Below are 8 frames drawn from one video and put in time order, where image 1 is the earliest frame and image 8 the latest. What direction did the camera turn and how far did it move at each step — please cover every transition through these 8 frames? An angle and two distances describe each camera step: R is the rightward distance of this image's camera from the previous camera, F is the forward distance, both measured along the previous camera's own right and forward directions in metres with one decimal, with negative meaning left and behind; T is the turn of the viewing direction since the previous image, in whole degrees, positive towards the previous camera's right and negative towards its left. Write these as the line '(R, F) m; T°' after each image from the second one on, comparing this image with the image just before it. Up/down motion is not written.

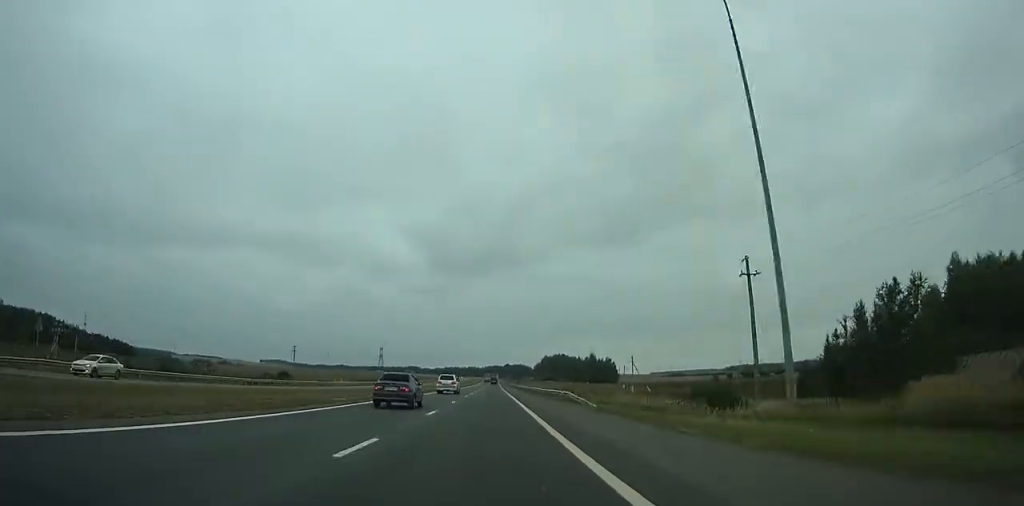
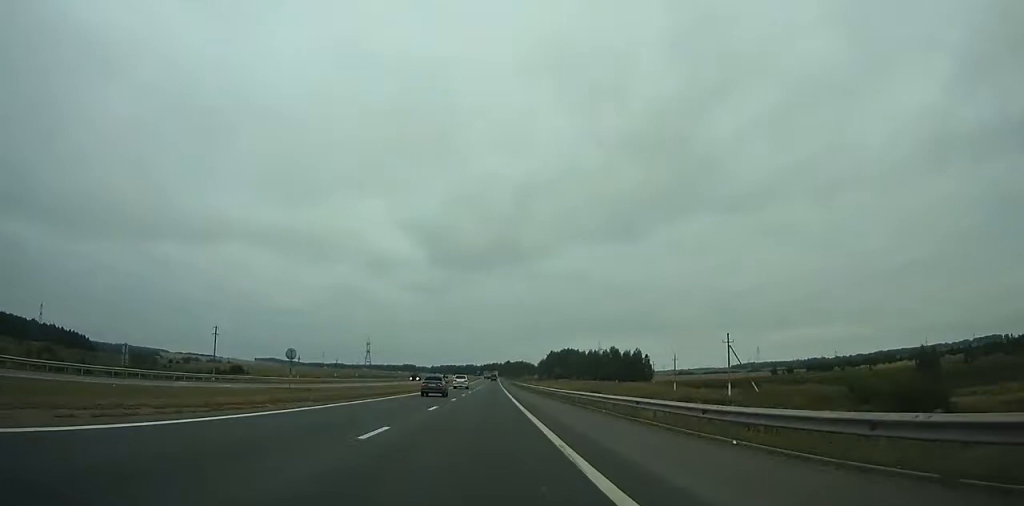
(0.0, +55.5) m; 0°
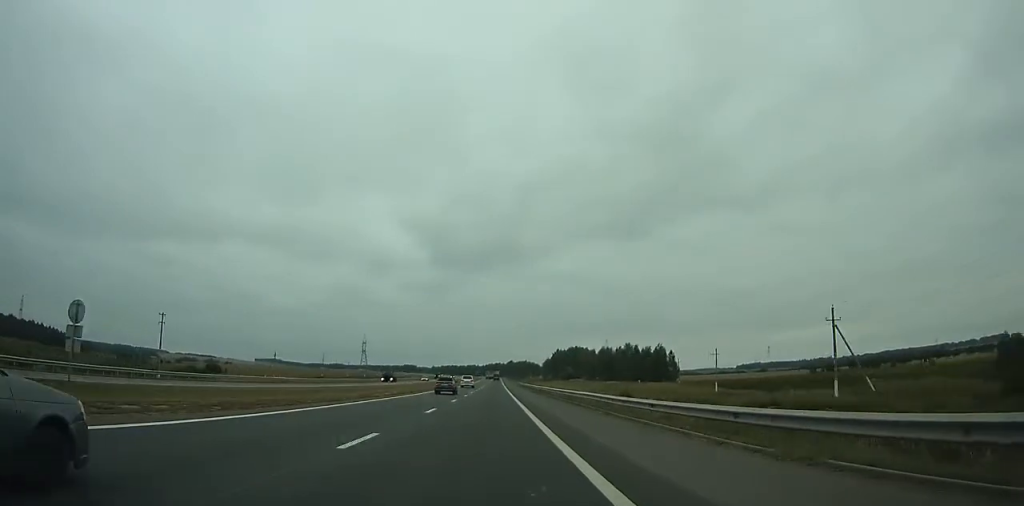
(0.0, +25.9) m; 0°
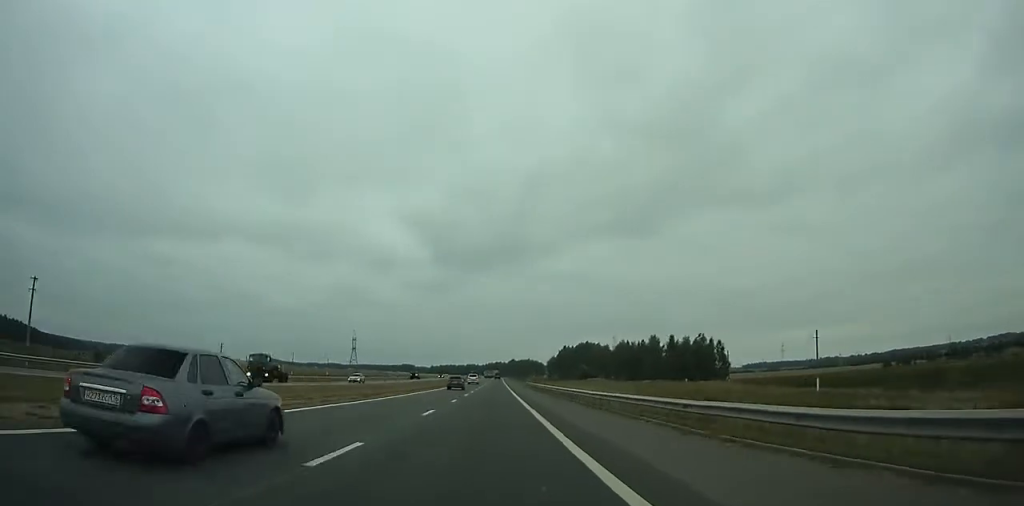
(0.0, +36.9) m; 0°
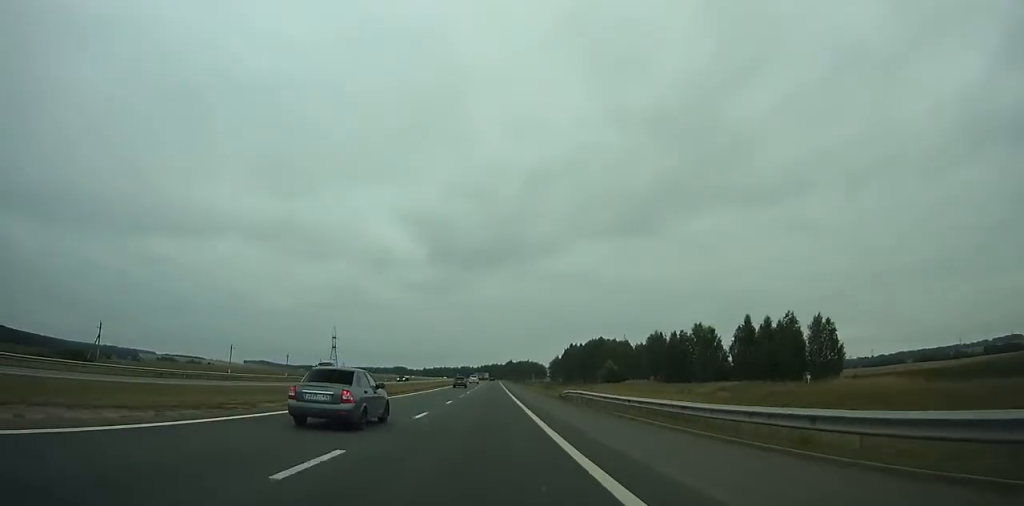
(0.0, +48.4) m; 0°
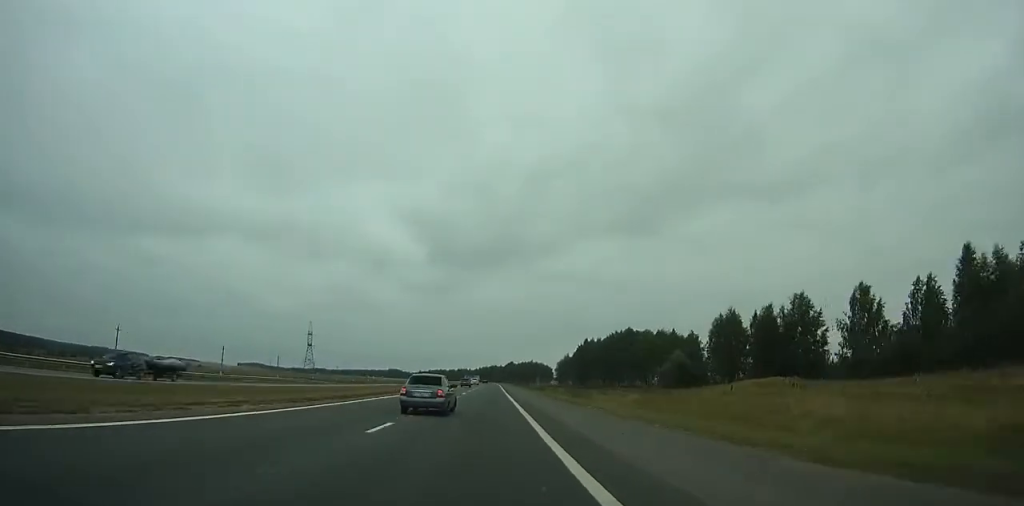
(0.0, +53.3) m; 0°
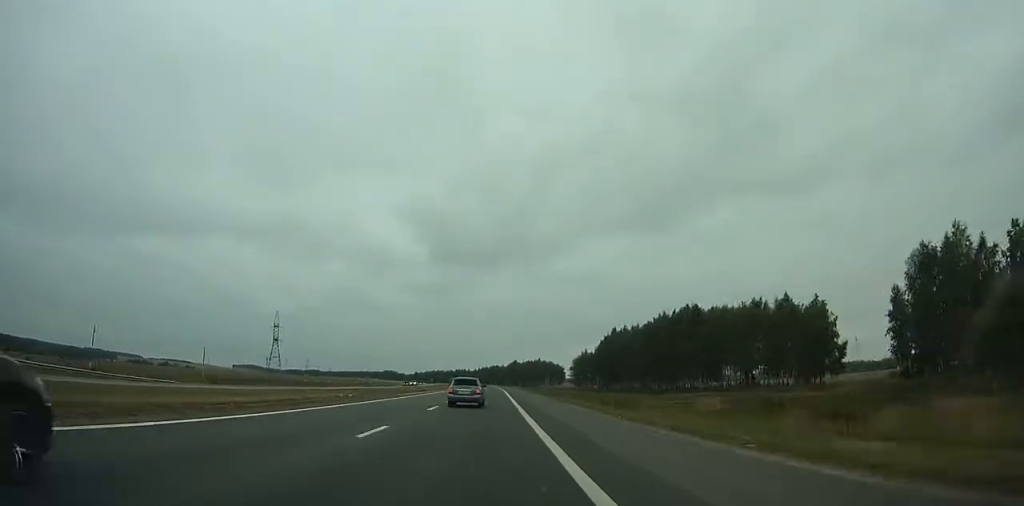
(0.0, +60.6) m; 0°
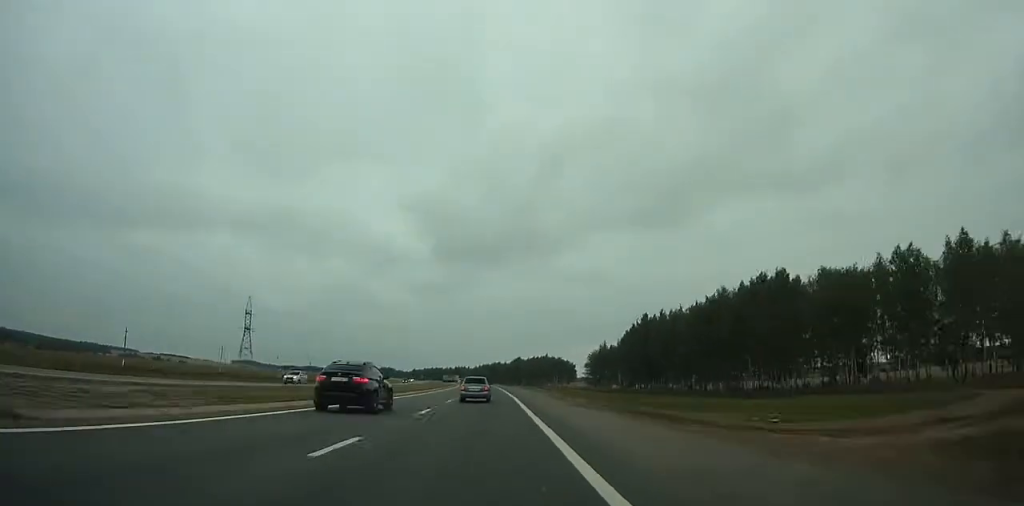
(0.0, +38.4) m; 0°
